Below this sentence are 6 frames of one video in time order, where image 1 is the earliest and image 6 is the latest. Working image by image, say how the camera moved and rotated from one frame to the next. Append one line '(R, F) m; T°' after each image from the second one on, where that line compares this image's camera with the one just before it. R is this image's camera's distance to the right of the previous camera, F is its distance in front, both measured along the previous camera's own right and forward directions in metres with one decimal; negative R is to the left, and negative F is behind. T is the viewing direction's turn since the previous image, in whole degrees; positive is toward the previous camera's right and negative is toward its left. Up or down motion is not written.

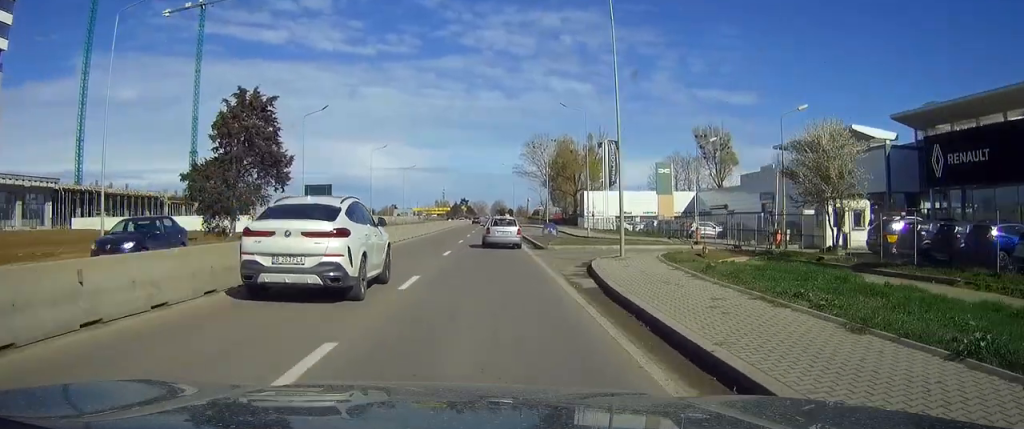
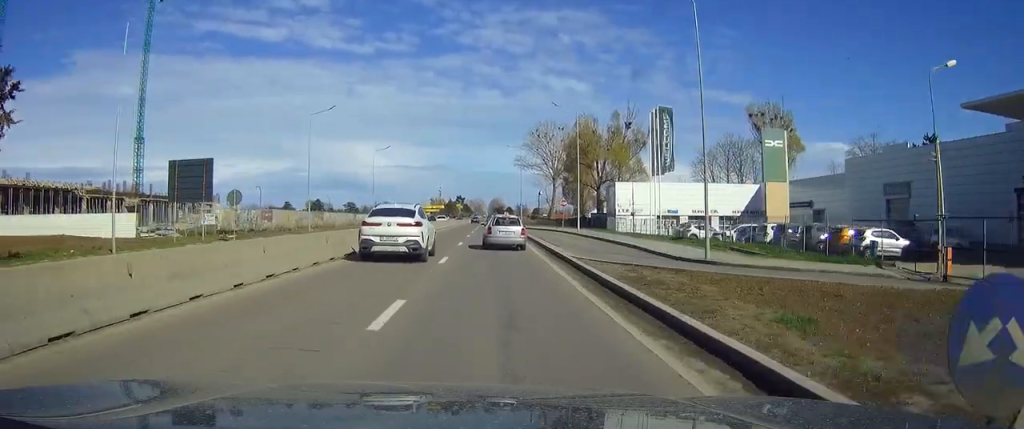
(+0.2, +28.9) m; +1°
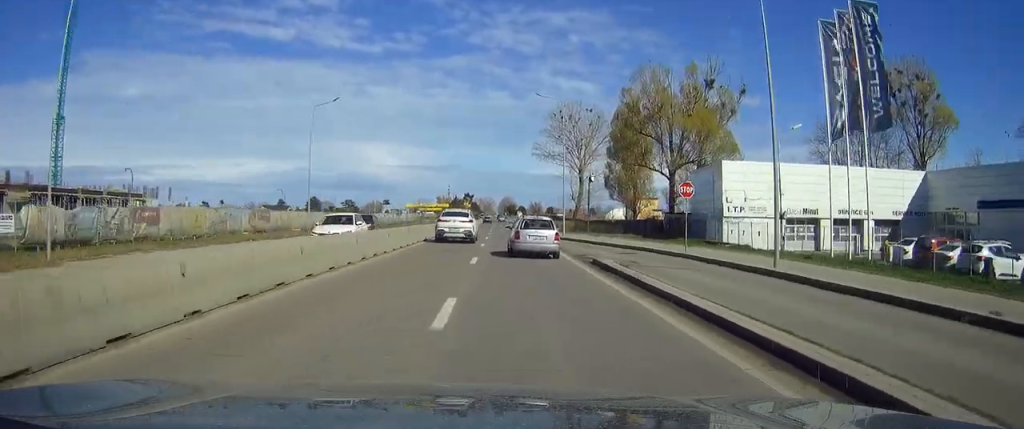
(-0.3, +35.9) m; -1°
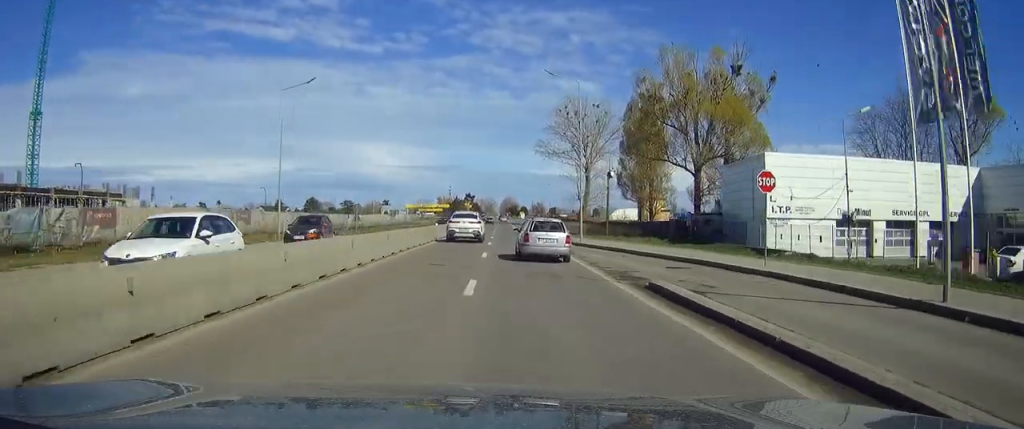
(0.0, +7.8) m; 0°
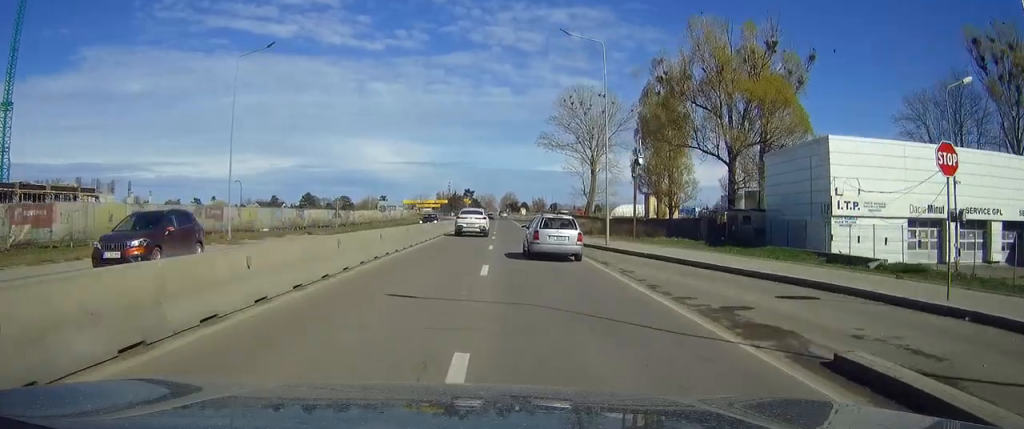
(0.0, +8.6) m; 0°
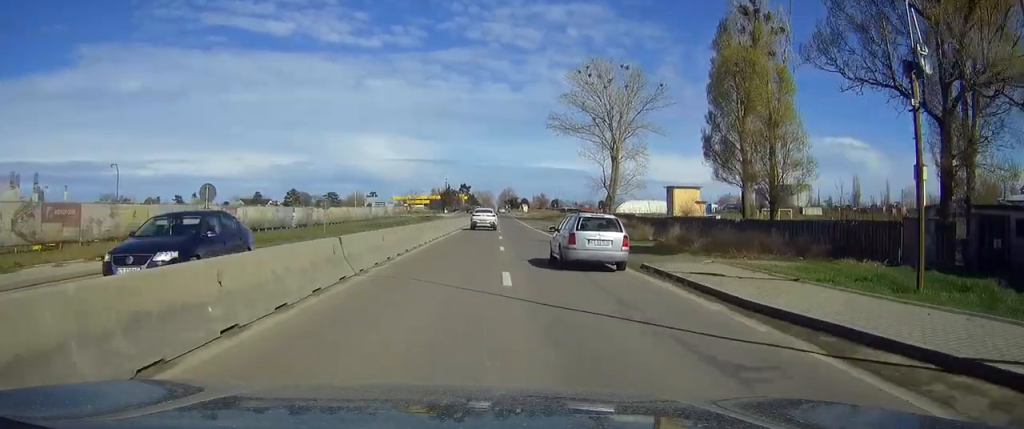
(+0.1, +26.7) m; +1°
